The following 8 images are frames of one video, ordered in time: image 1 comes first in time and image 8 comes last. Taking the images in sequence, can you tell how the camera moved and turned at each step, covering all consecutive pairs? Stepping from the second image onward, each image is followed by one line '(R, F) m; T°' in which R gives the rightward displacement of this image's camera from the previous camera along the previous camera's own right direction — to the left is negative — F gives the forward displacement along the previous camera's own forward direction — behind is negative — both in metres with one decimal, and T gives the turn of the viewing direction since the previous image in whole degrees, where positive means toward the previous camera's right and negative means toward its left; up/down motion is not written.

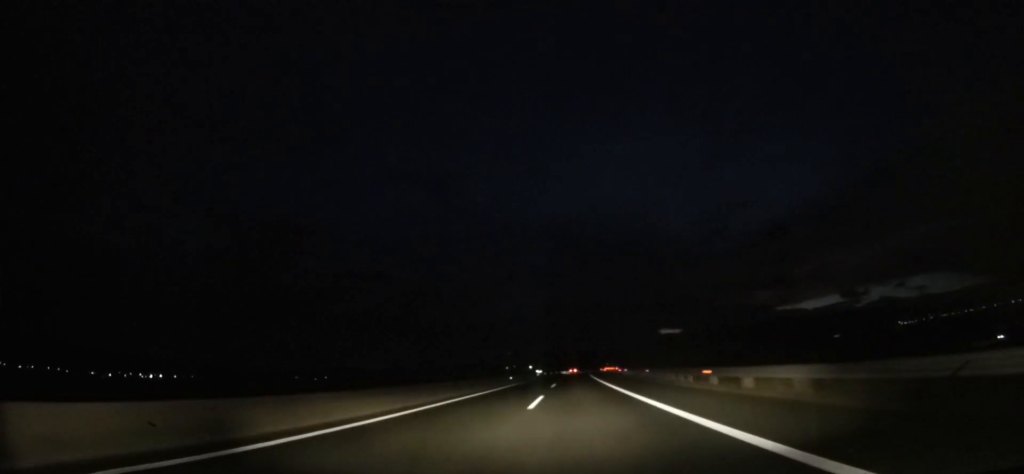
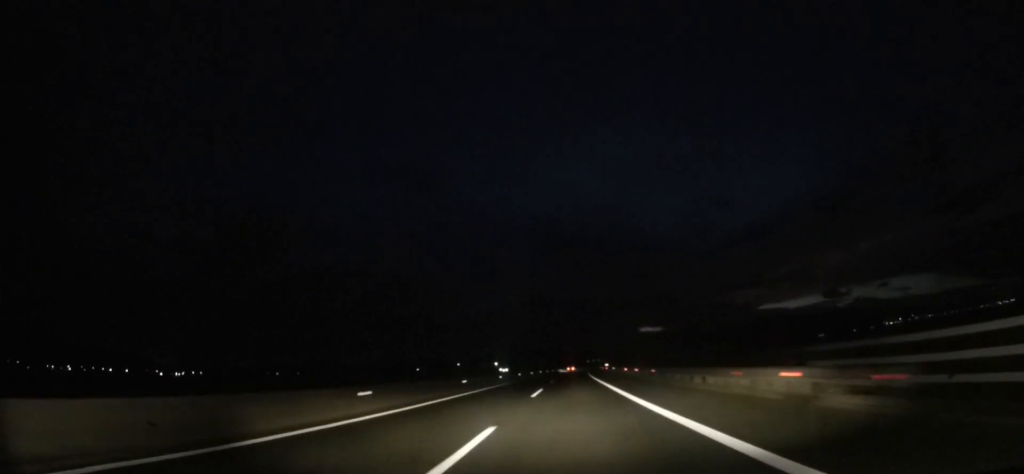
(+2.3, +84.9) m; +3°
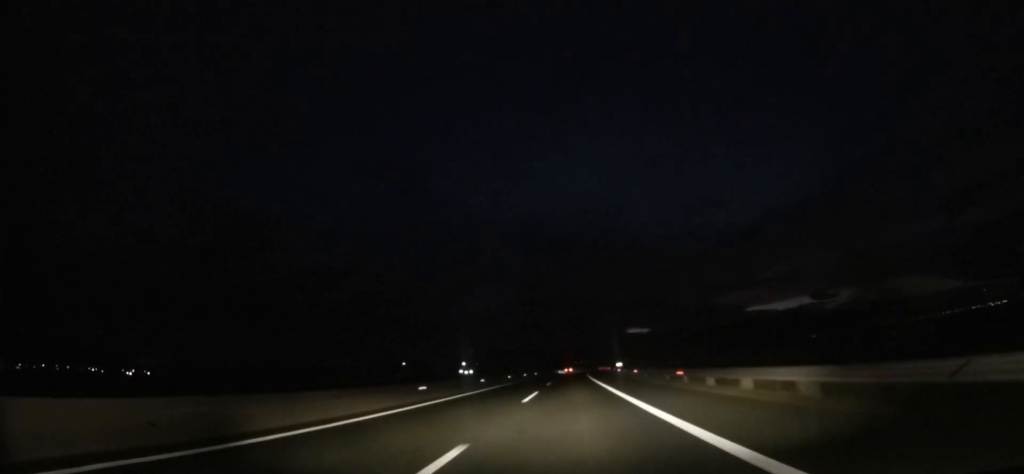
(+0.4, +56.6) m; 0°
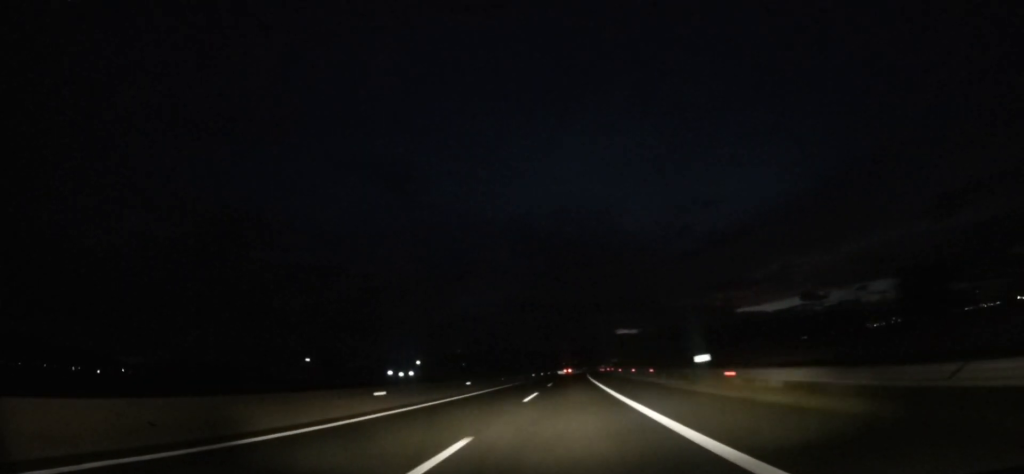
(0.0, +53.5) m; +1°
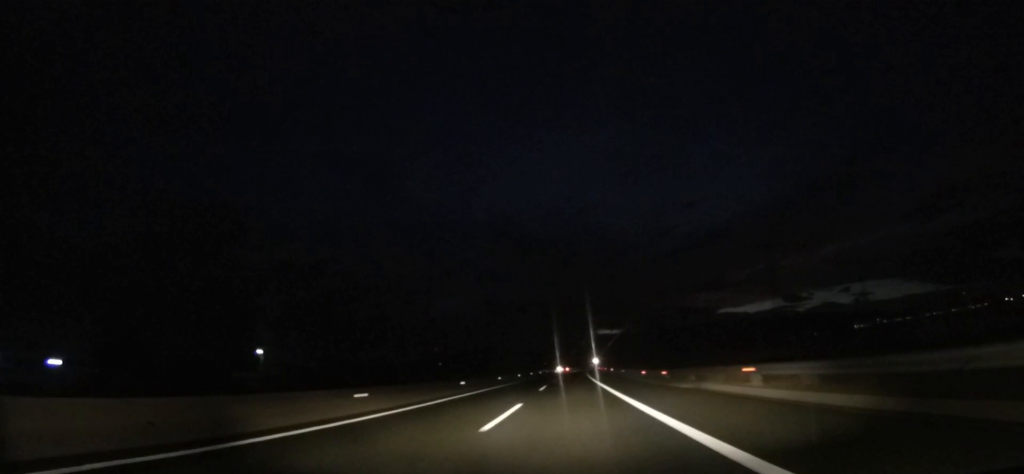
(+1.2, +81.6) m; +2°
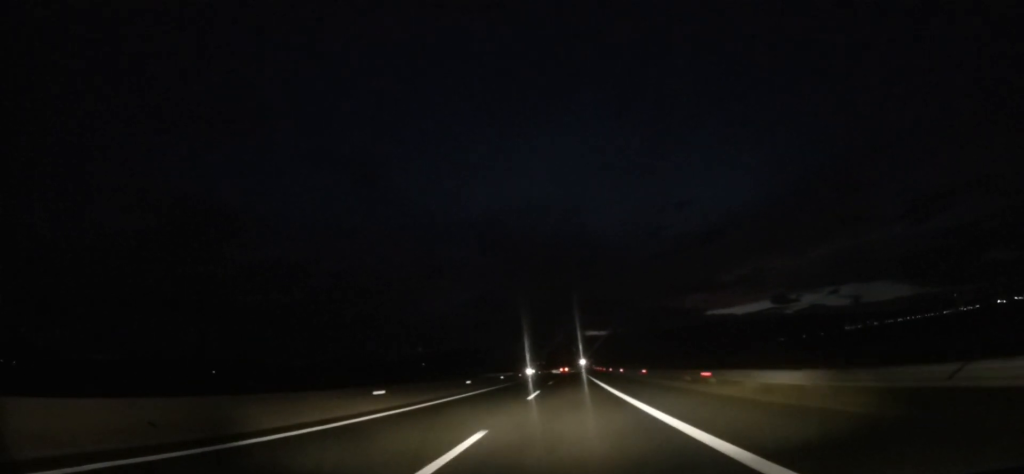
(+1.3, +61.8) m; +2°
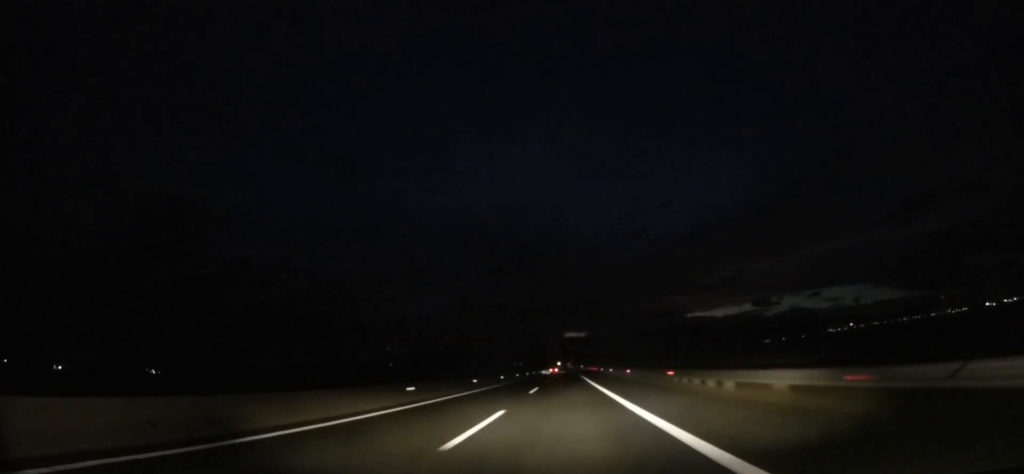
(+3.4, +137.4) m; +1°
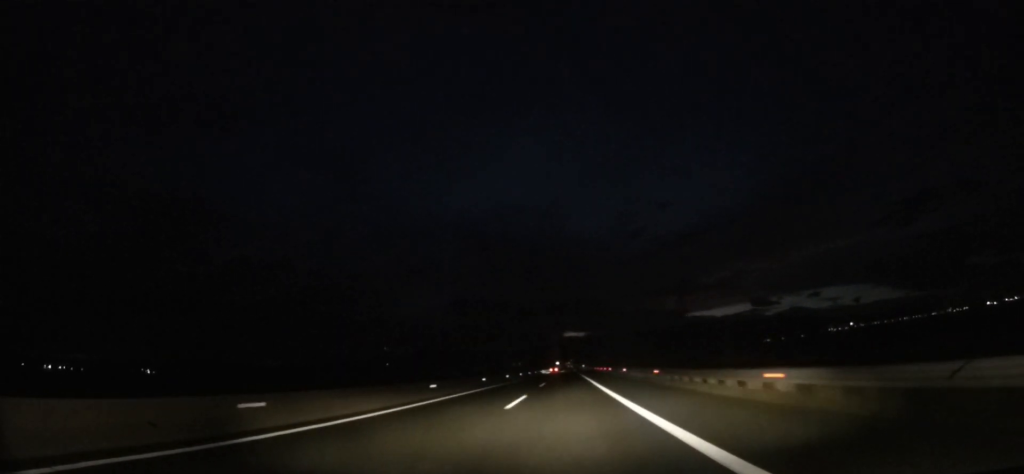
(-0.1, +28.1) m; 0°
